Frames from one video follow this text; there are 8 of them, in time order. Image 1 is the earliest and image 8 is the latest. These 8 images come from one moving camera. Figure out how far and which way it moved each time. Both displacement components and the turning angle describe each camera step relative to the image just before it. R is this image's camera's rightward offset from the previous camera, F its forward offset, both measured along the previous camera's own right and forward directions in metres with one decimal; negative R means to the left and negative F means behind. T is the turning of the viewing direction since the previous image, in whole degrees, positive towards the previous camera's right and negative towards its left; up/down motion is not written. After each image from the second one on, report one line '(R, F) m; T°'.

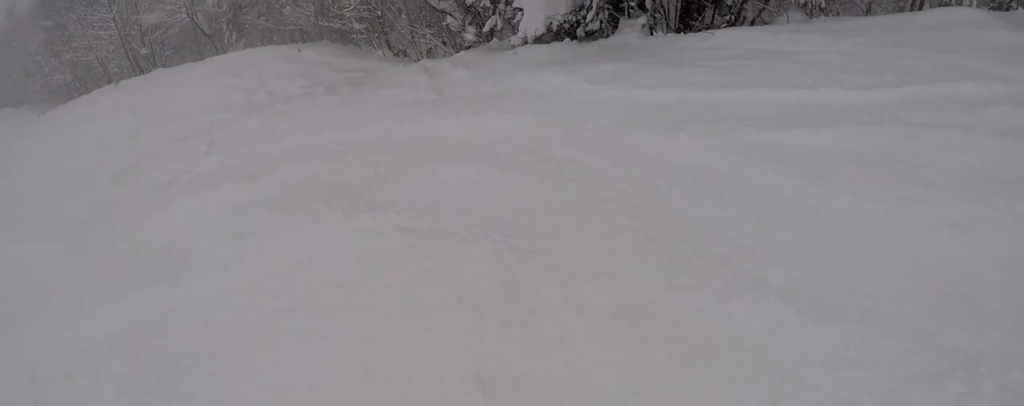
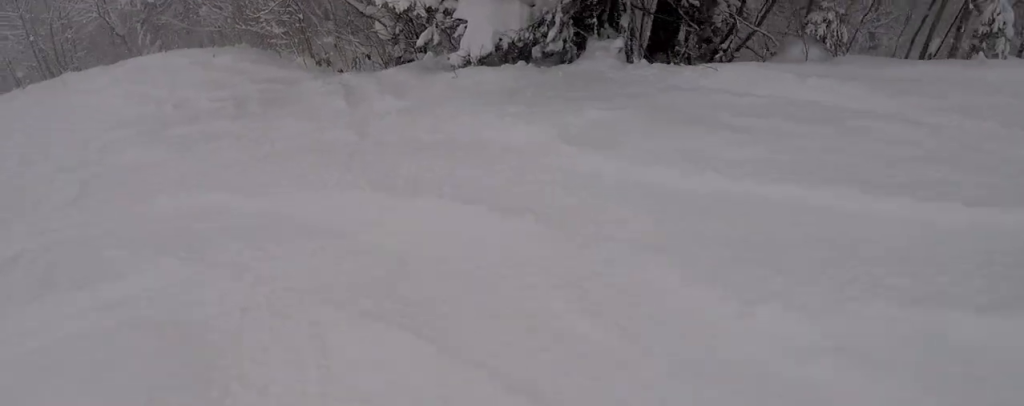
(+0.8, +1.5) m; +8°
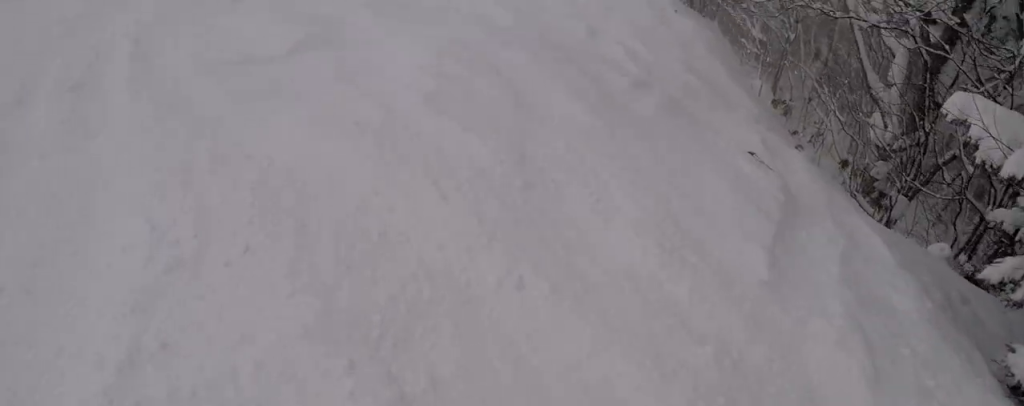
(-0.8, +4.3) m; -17°
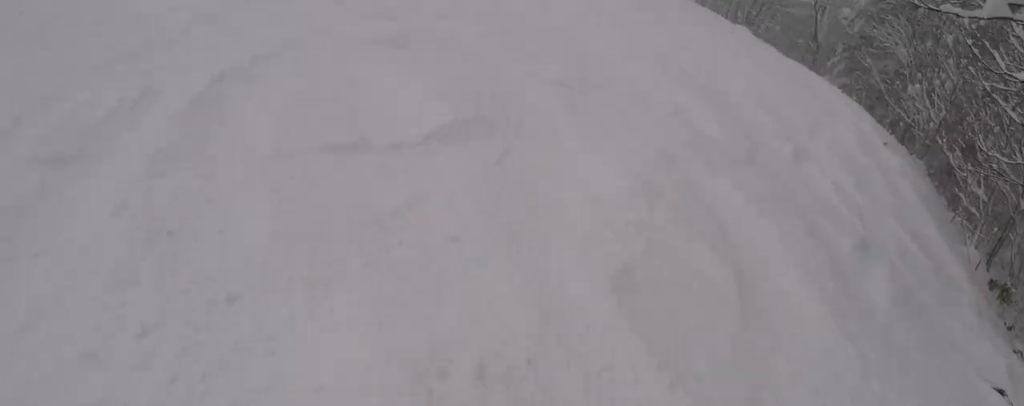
(+0.1, +1.7) m; -12°
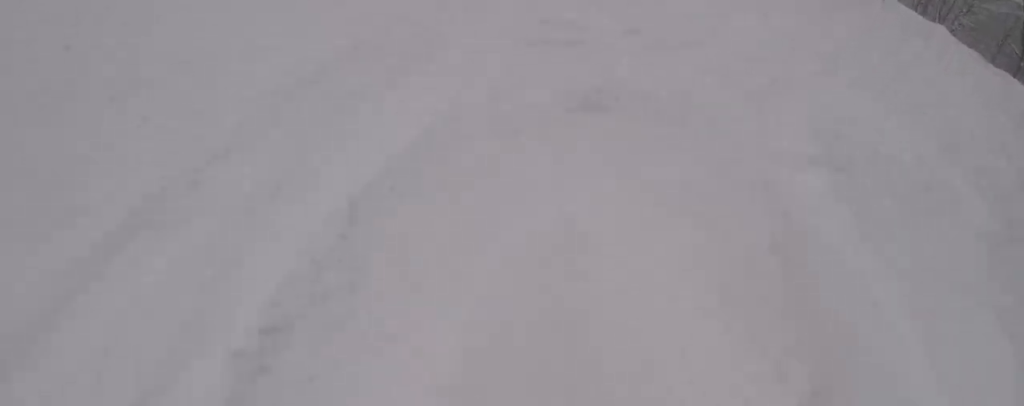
(-0.3, +2.5) m; -16°
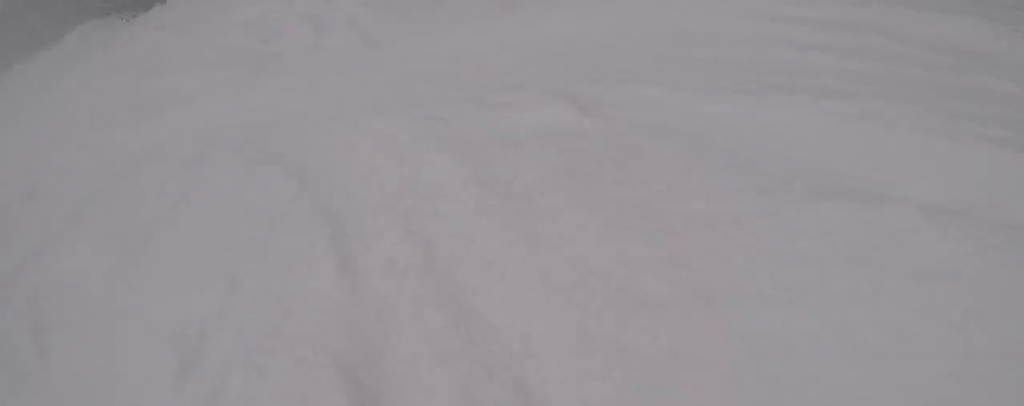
(-0.9, +6.3) m; +29°
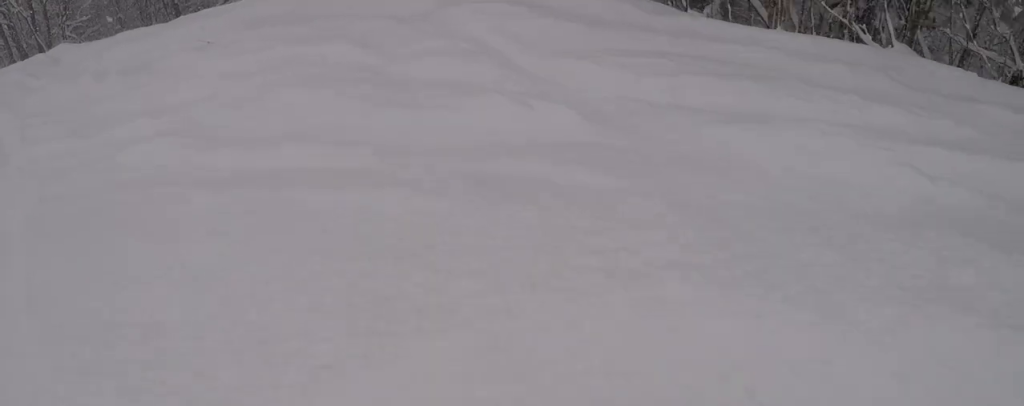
(+1.6, +5.0) m; +13°
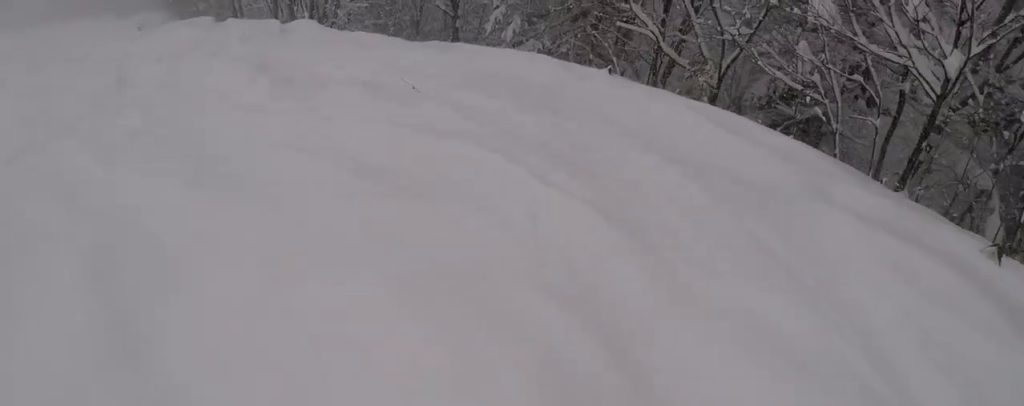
(-0.4, +4.7) m; -3°
